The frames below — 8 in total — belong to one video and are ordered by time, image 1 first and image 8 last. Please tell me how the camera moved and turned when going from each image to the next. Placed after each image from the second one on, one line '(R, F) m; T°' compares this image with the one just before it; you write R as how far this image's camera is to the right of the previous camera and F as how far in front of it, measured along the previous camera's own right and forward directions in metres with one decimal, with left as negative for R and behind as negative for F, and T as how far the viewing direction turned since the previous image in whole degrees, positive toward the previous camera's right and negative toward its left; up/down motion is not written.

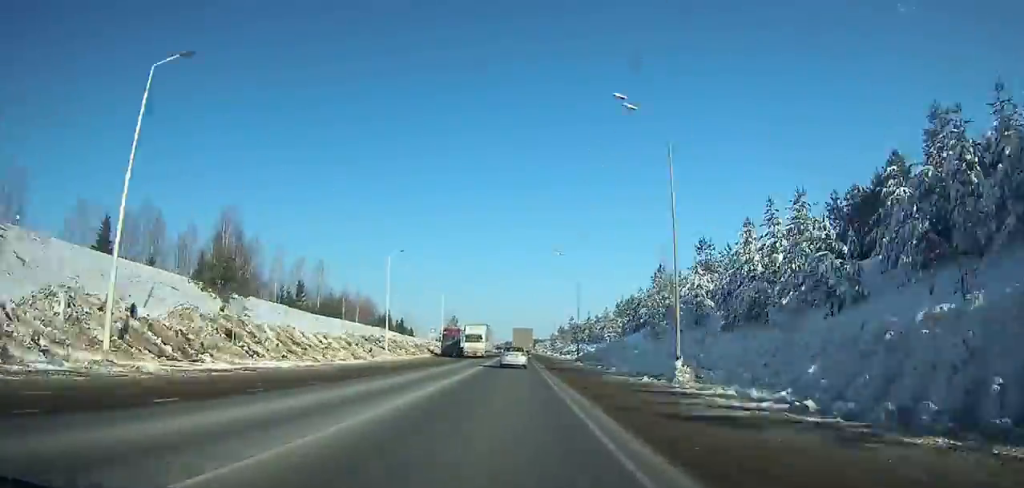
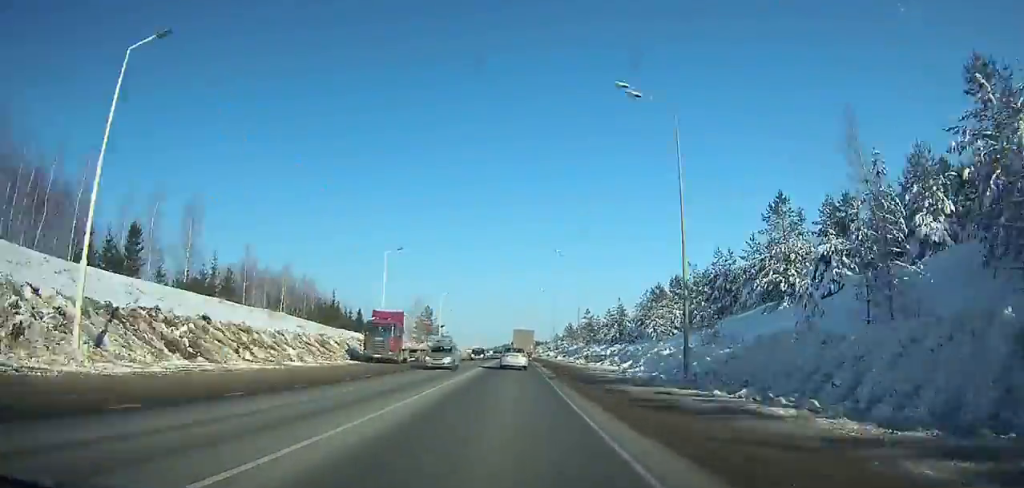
(-0.2, +41.1) m; 0°
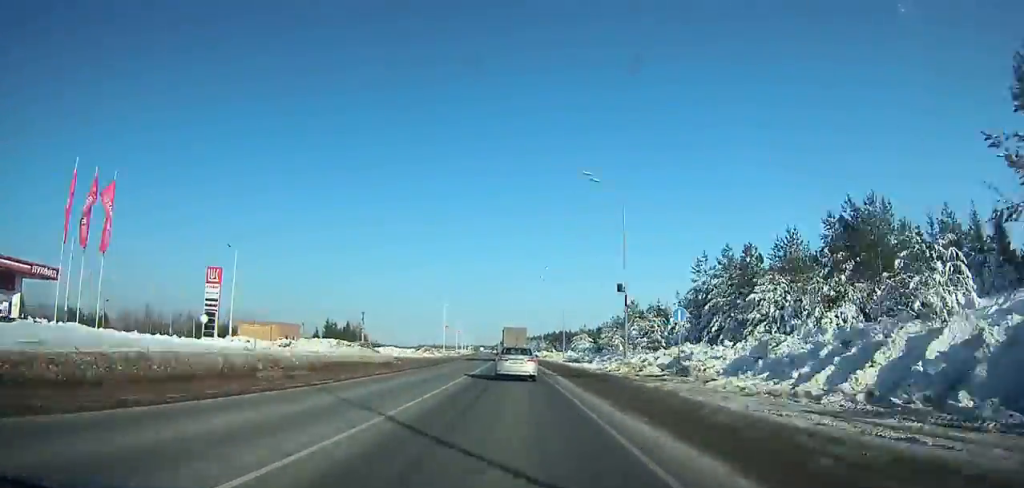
(-1.4, +142.8) m; -2°
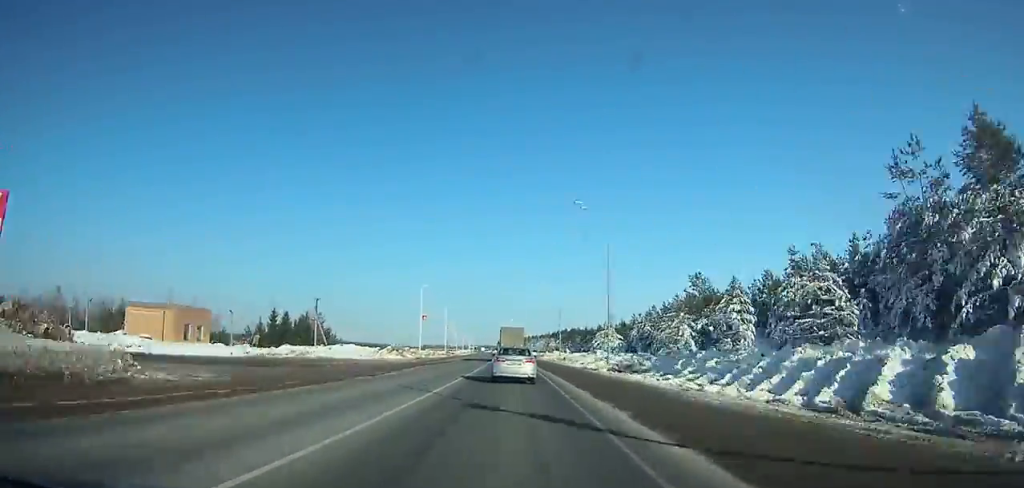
(-0.4, +33.9) m; -1°
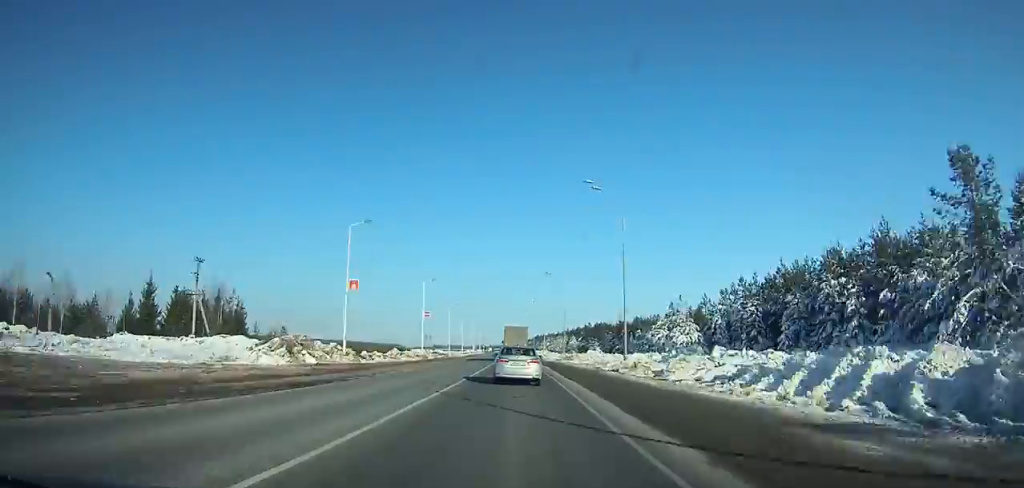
(-0.3, +41.5) m; -1°
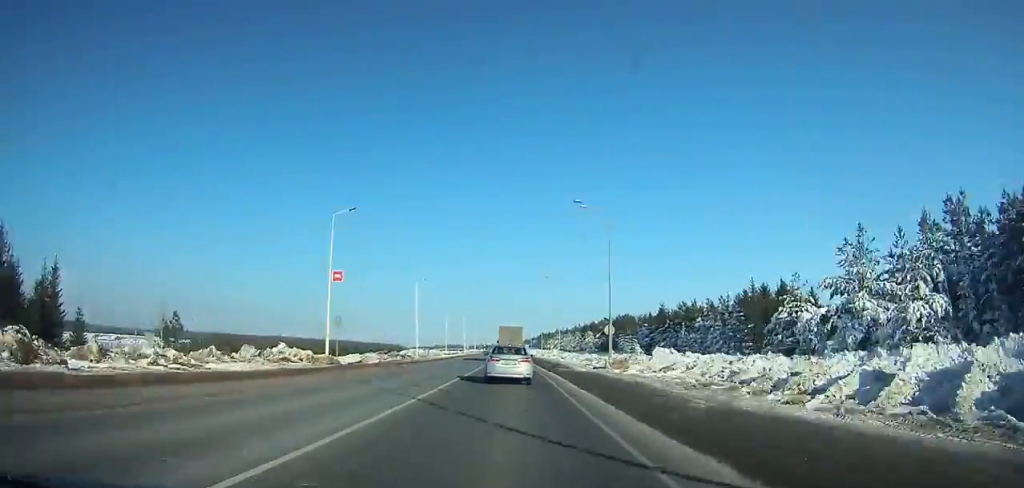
(-0.2, +39.7) m; -1°
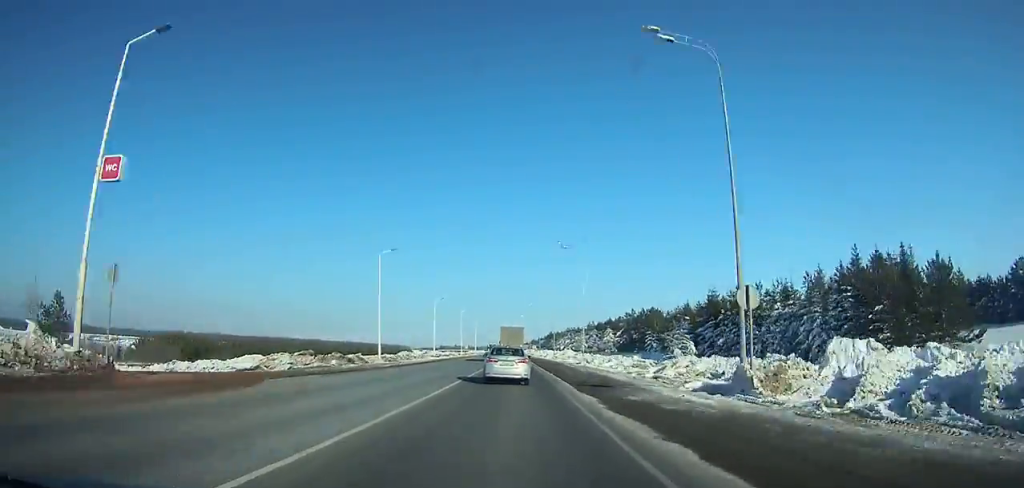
(-0.2, +24.4) m; 0°
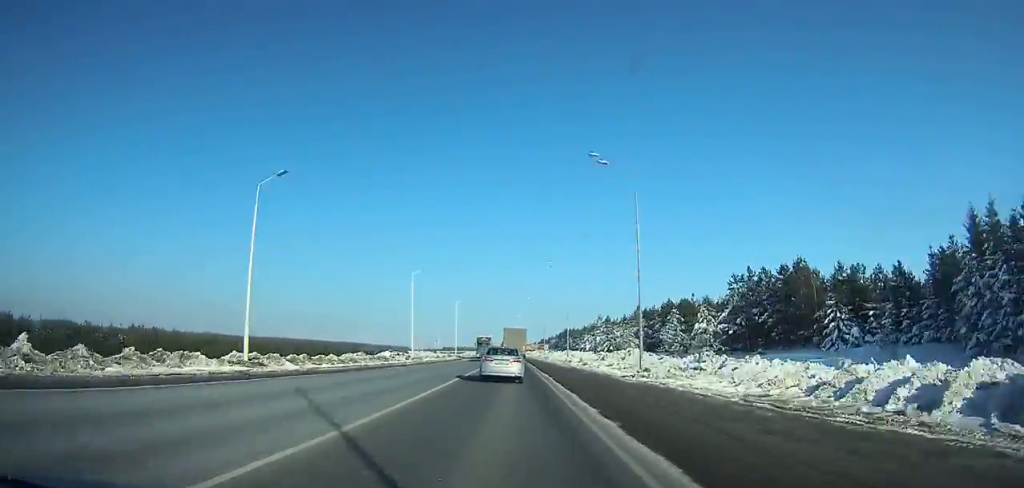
(-0.5, +67.4) m; -1°
